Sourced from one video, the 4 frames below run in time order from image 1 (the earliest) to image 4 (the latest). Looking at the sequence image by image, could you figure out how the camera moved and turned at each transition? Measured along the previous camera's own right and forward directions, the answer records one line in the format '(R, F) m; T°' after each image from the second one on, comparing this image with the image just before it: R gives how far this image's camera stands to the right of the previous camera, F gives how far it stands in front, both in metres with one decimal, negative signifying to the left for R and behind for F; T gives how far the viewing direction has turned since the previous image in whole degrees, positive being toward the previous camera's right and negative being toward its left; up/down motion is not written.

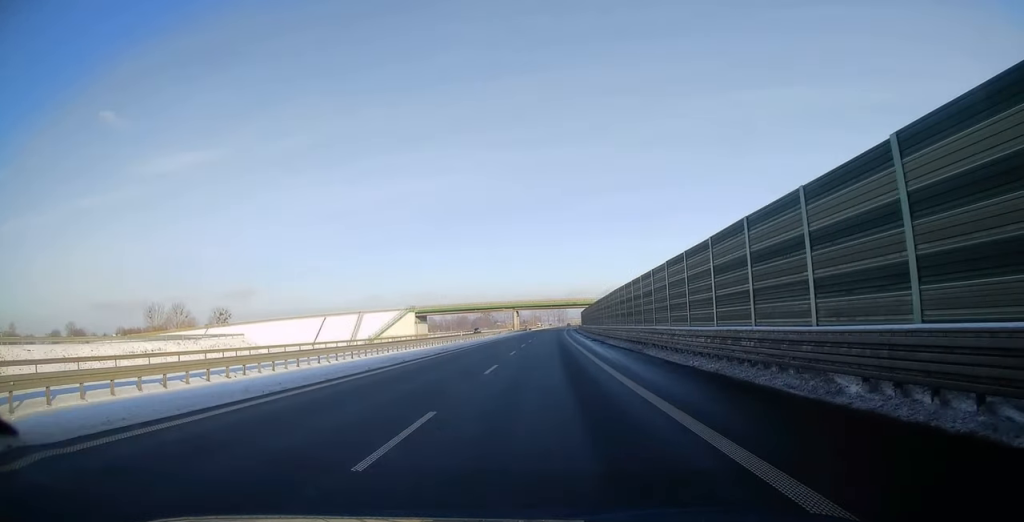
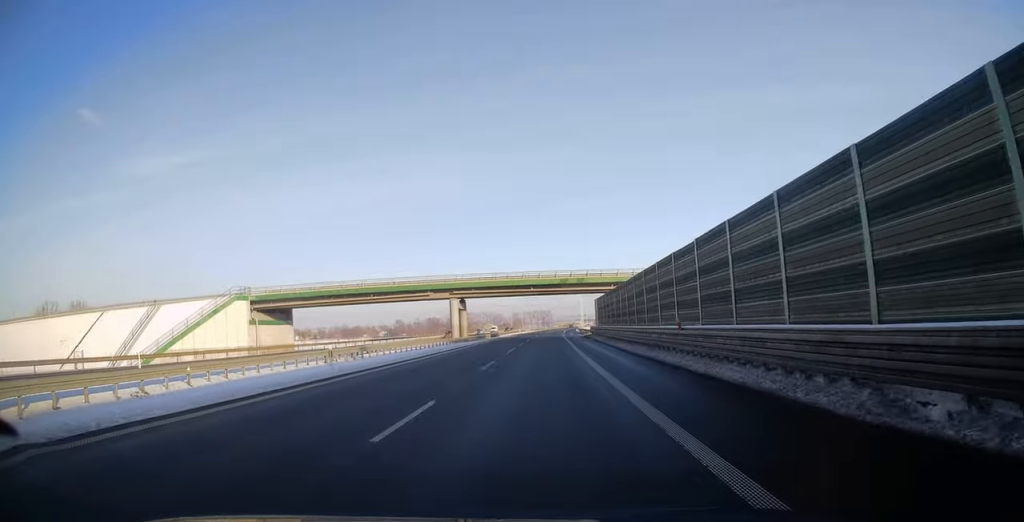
(+1.4, +82.9) m; +2°
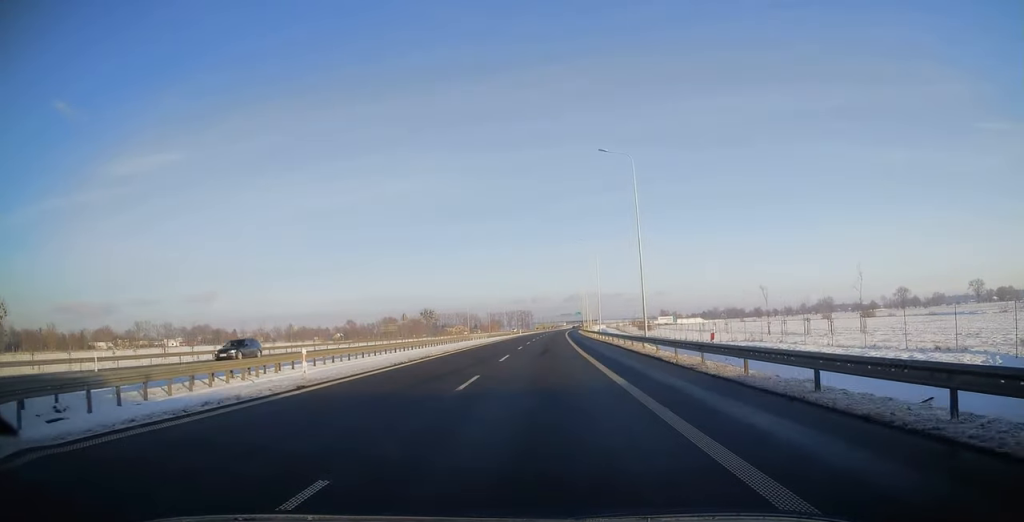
(+0.7, +102.7) m; +2°
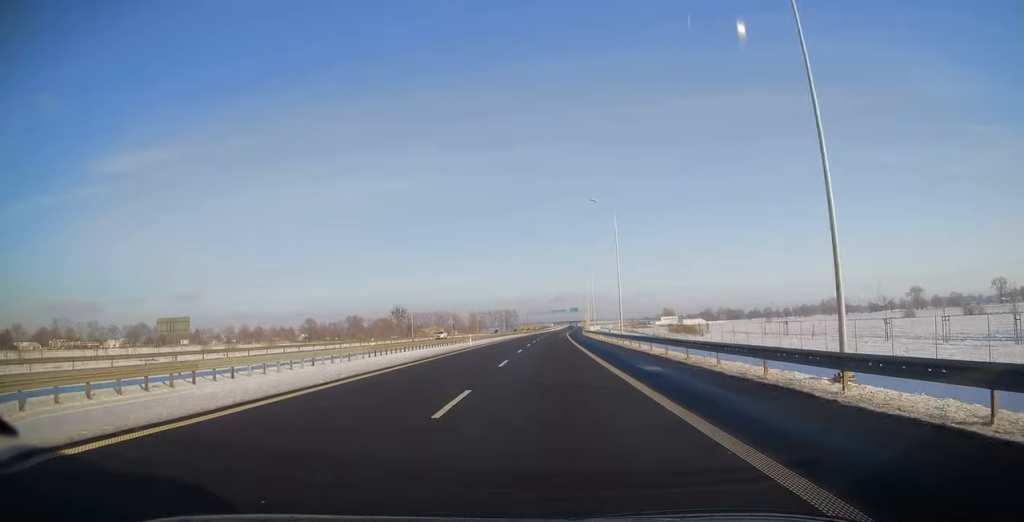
(+0.9, +64.0) m; +1°
